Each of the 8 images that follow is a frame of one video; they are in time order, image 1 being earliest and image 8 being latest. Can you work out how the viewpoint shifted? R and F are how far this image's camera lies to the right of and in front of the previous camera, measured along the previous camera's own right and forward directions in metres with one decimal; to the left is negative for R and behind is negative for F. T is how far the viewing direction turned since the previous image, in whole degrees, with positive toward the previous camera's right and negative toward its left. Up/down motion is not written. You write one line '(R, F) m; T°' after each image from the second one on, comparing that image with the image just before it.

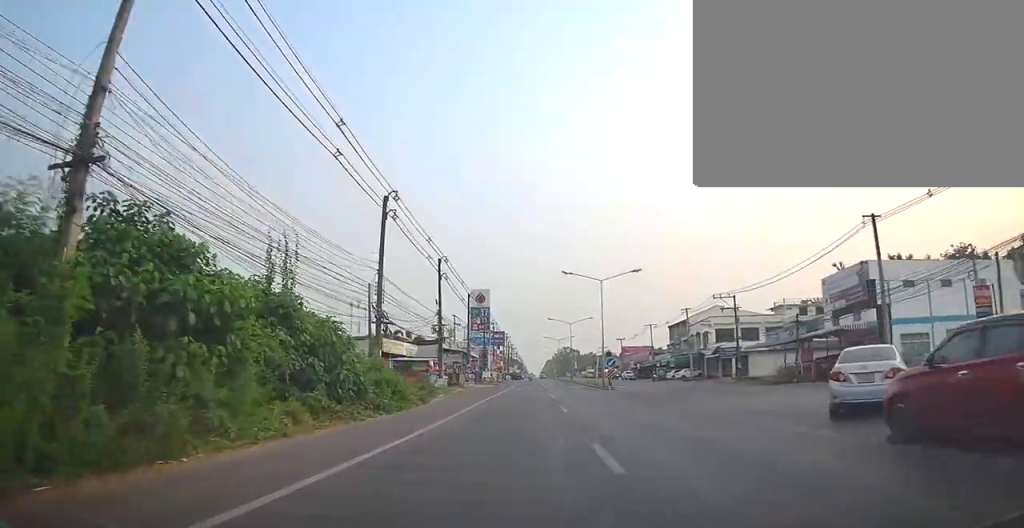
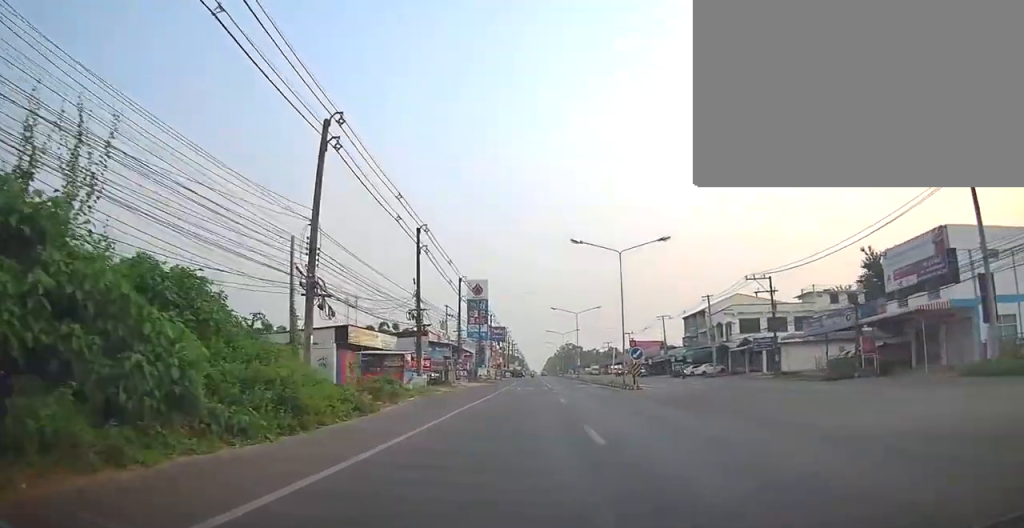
(0.0, +9.5) m; 0°
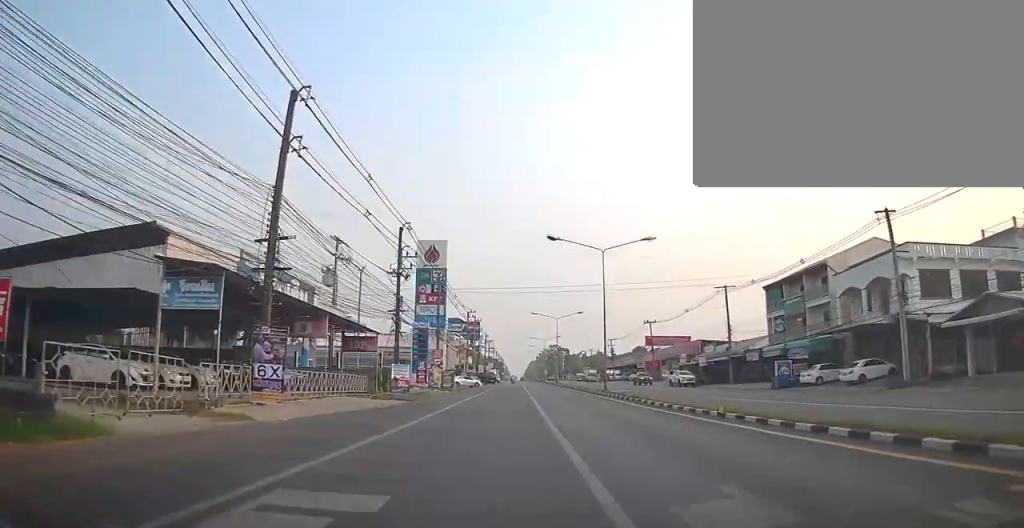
(0.0, +40.8) m; 0°
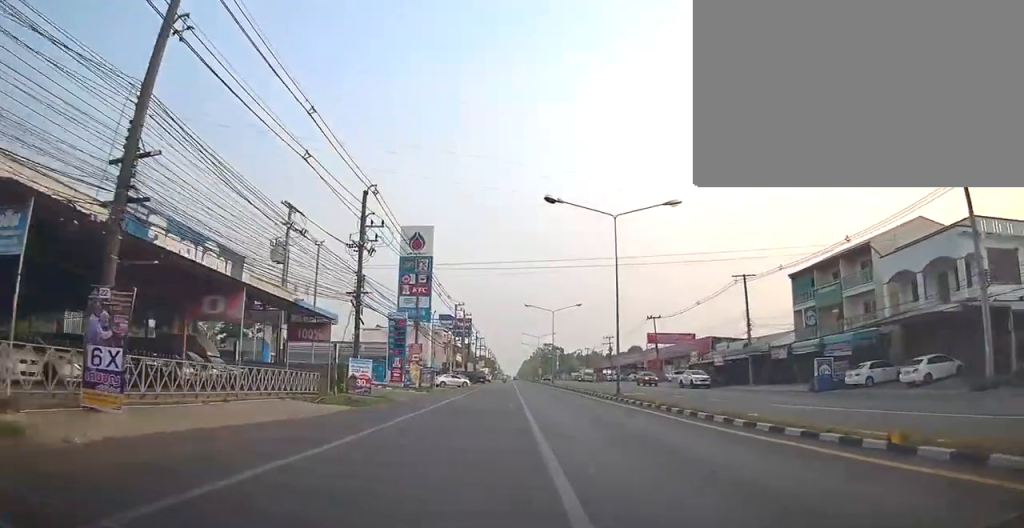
(0.0, +7.5) m; 0°
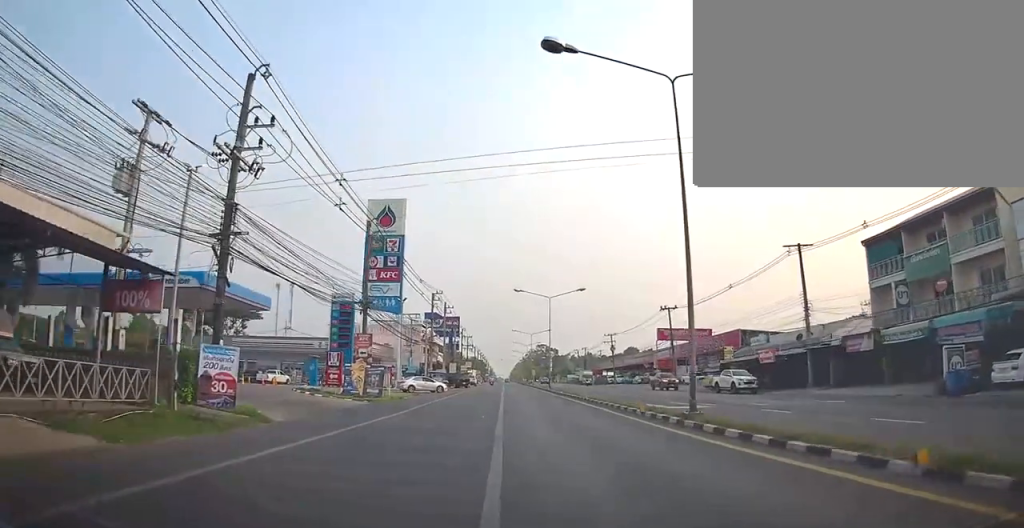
(0.0, +13.6) m; 0°
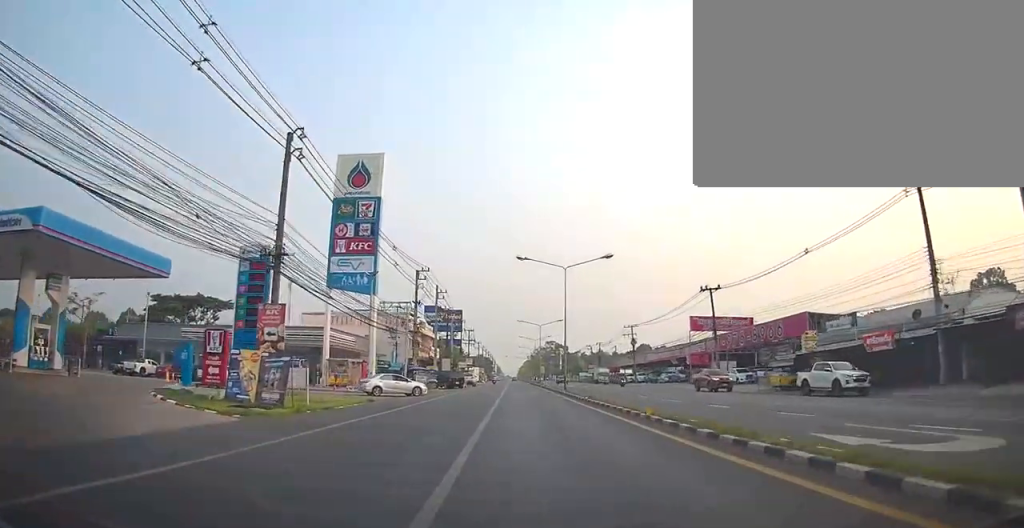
(0.0, +14.2) m; 0°
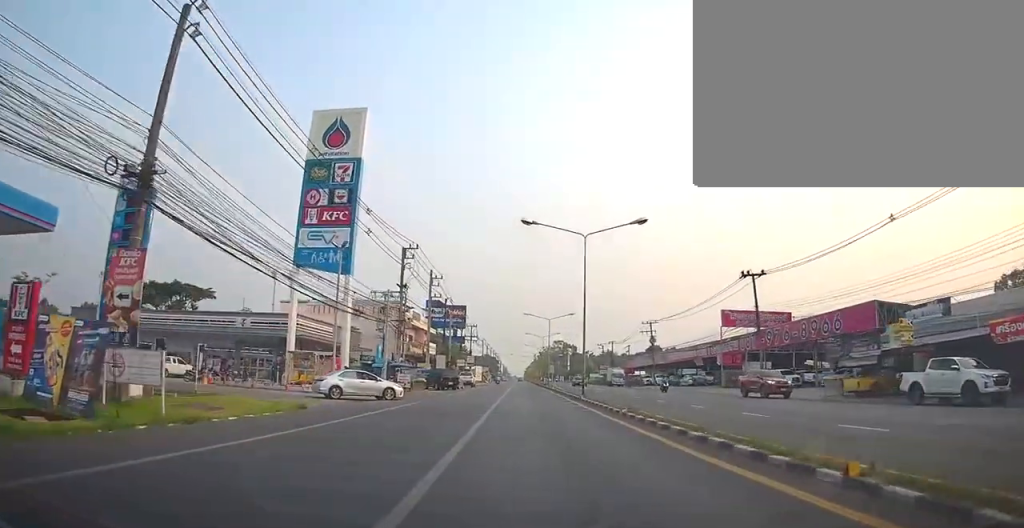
(0.0, +9.6) m; 0°
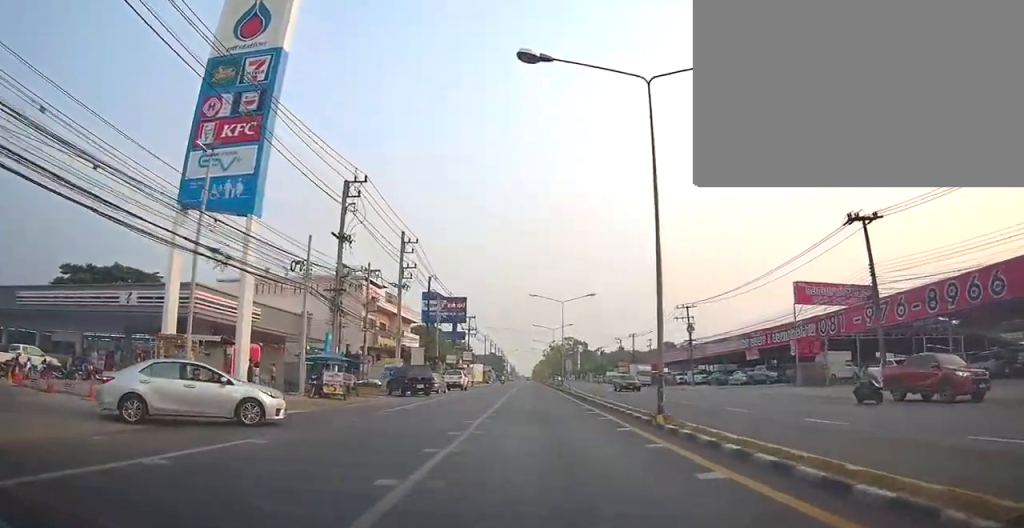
(0.0, +16.7) m; 0°
